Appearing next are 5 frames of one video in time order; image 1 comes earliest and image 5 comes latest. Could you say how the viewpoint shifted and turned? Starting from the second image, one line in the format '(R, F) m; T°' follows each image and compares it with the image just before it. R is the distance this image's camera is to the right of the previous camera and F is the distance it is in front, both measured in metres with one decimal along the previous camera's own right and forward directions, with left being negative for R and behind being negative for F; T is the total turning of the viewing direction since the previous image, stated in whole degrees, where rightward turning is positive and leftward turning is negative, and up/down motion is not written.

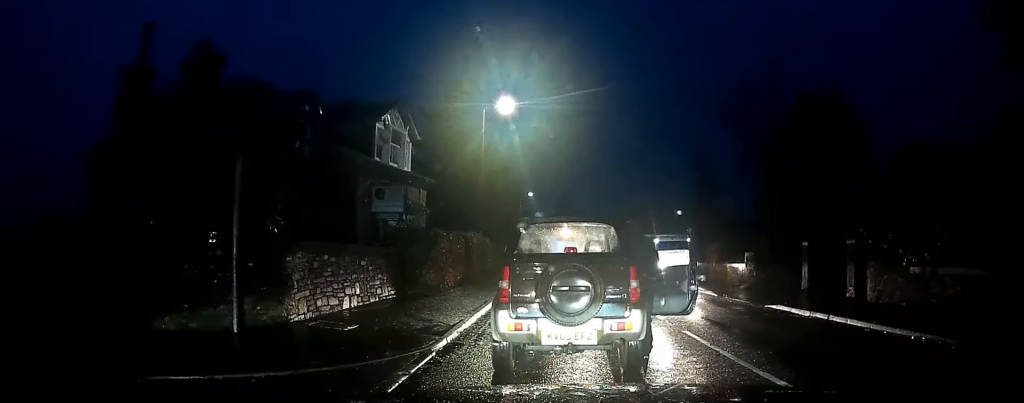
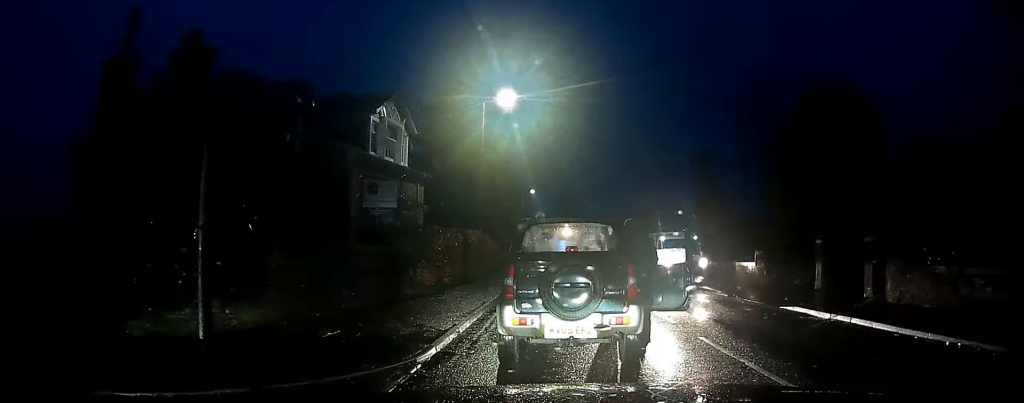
(-0.1, +1.7) m; -3°
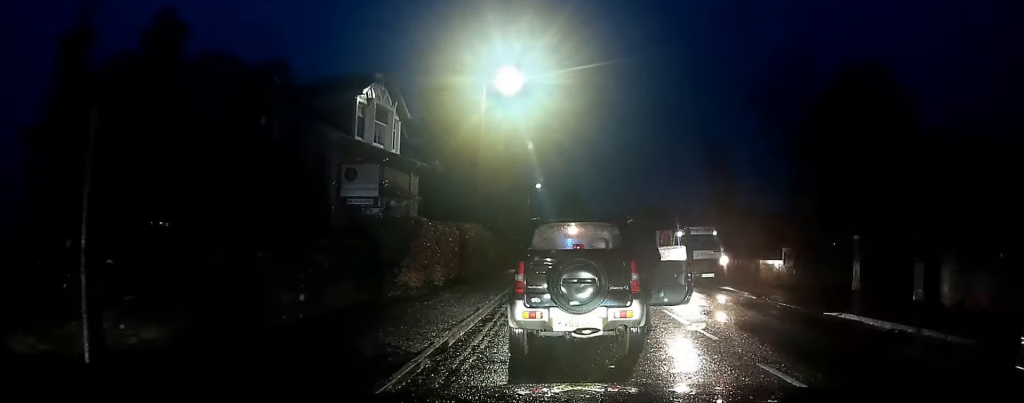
(+0.4, +3.0) m; 0°
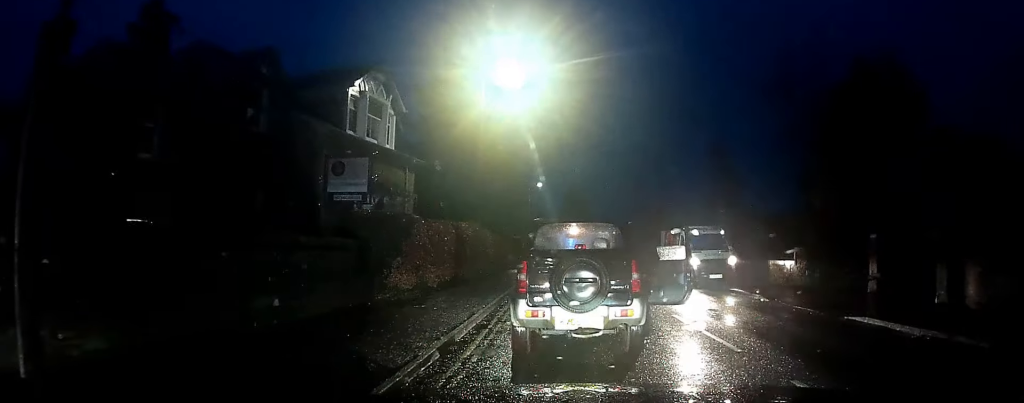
(0.0, +1.0) m; 0°
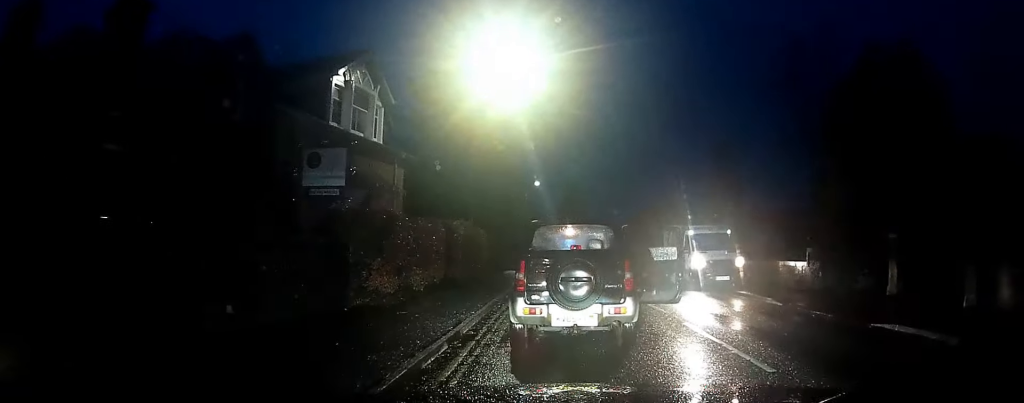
(0.0, +1.2) m; 0°
